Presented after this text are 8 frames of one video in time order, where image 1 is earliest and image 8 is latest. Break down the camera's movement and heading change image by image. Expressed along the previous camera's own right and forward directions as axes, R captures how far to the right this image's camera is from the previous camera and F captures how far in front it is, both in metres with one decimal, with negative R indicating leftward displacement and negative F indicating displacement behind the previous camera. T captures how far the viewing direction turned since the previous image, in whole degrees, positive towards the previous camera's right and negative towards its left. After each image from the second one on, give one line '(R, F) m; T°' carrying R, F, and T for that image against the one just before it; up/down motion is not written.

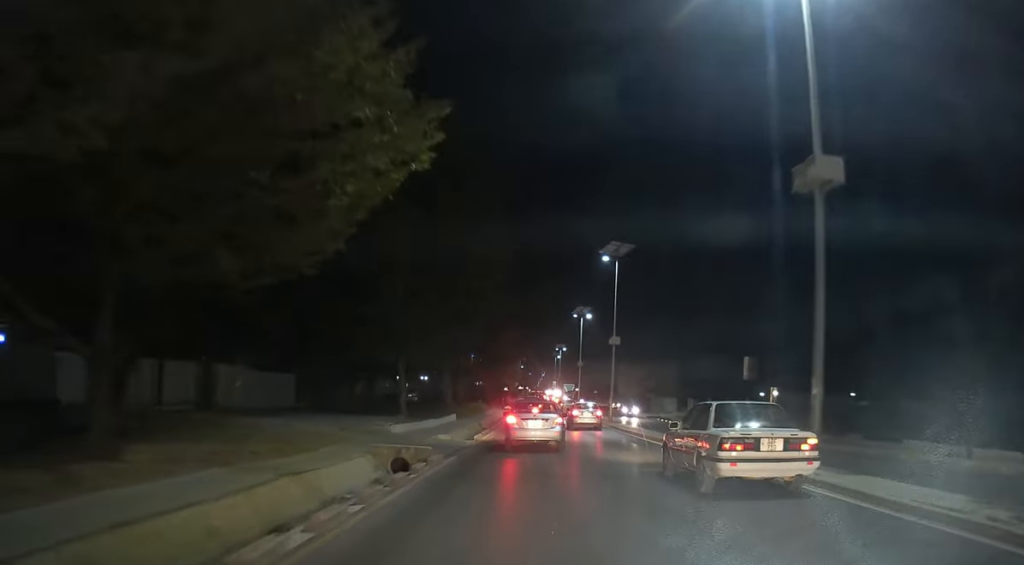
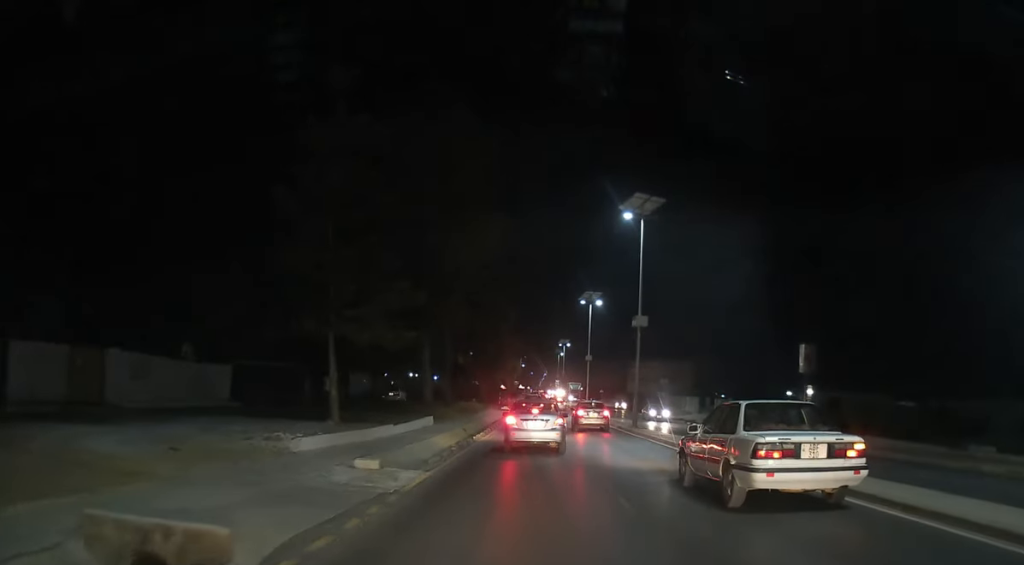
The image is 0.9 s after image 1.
(-0.1, +11.4) m; 0°
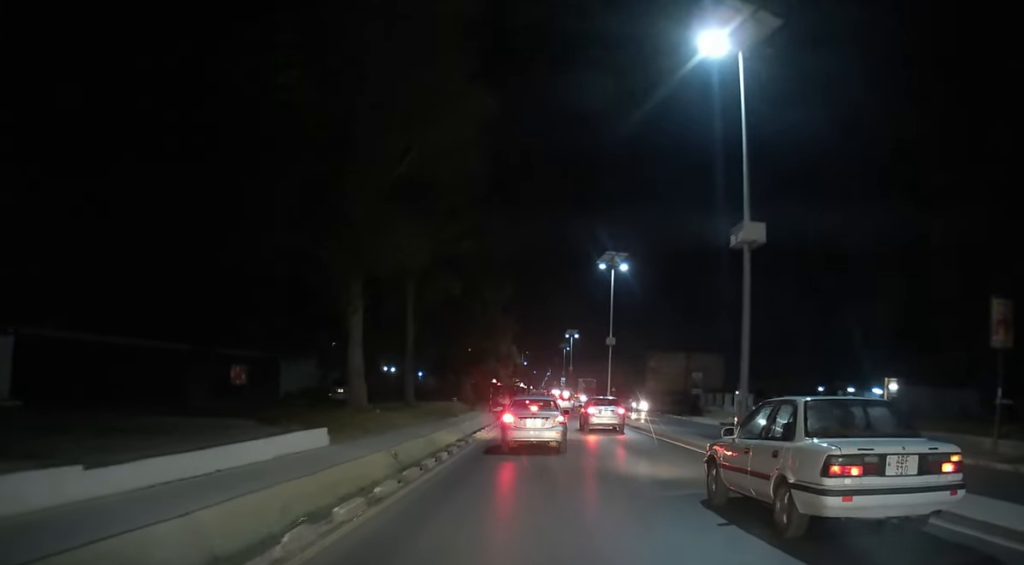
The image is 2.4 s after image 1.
(+0.1, +19.1) m; 0°
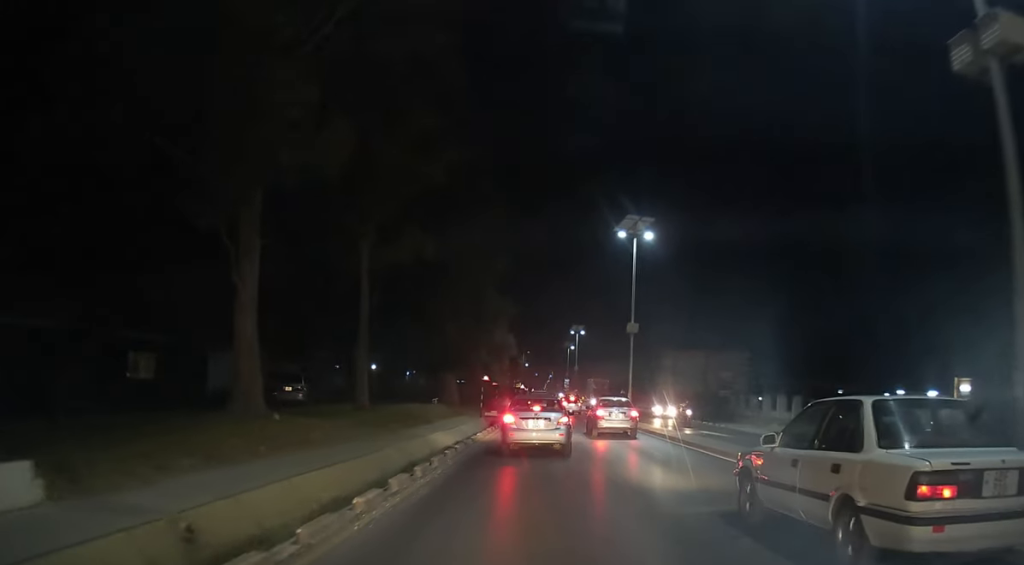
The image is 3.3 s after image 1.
(-0.1, +11.2) m; 0°
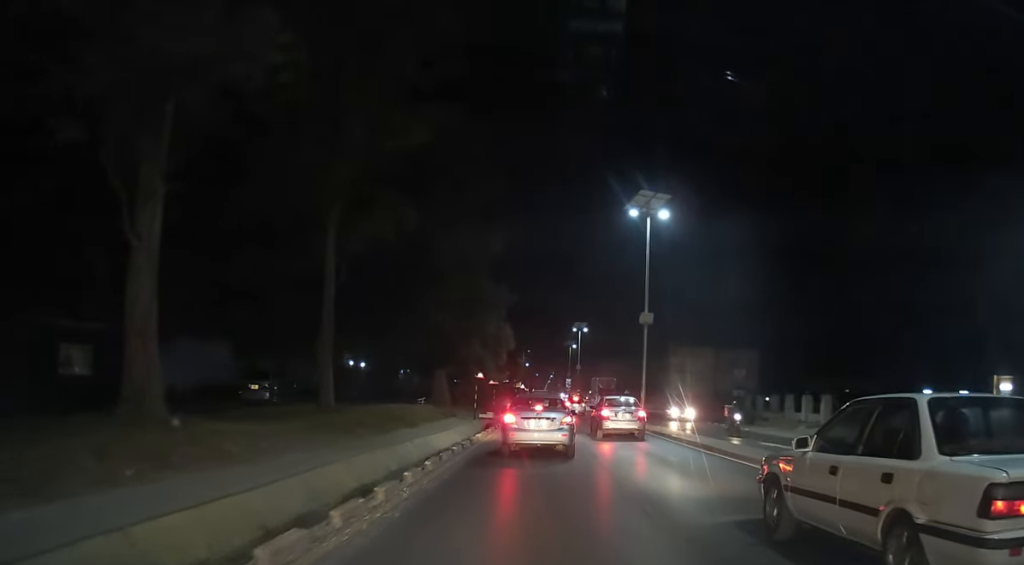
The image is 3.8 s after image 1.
(-0.1, +5.1) m; 0°
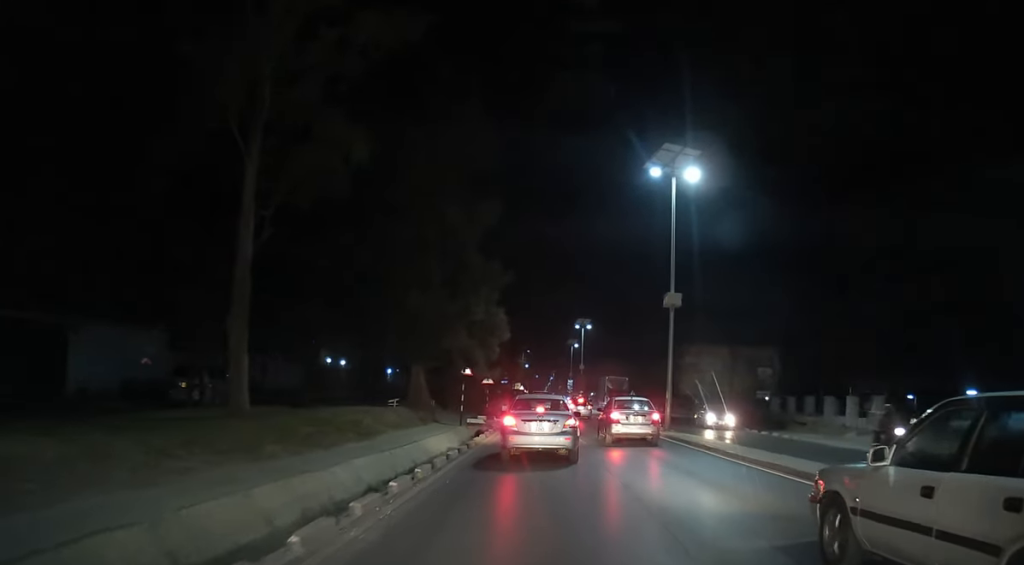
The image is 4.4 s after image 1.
(+0.2, +7.1) m; 0°
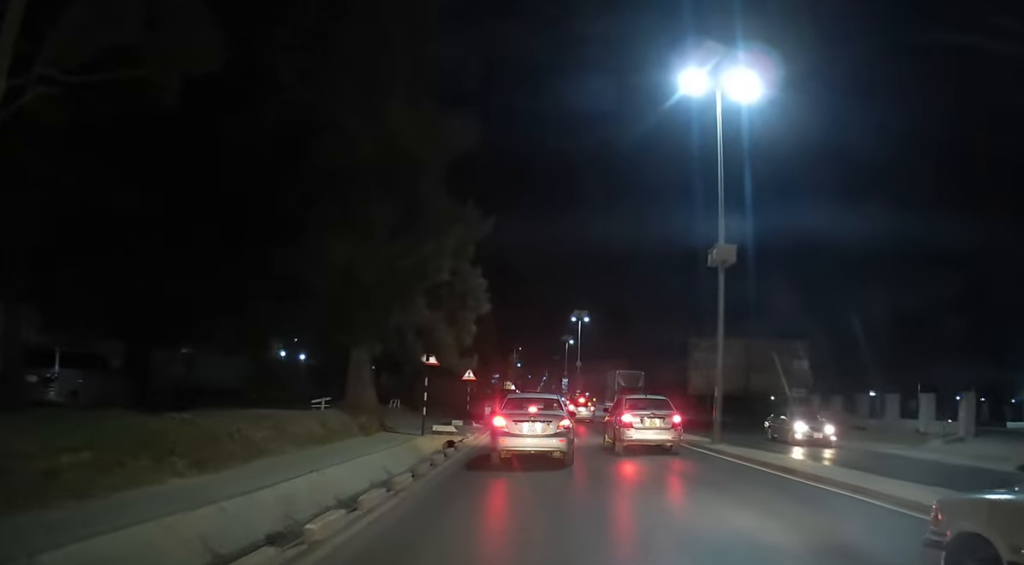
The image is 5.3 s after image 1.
(0.0, +9.2) m; 0°
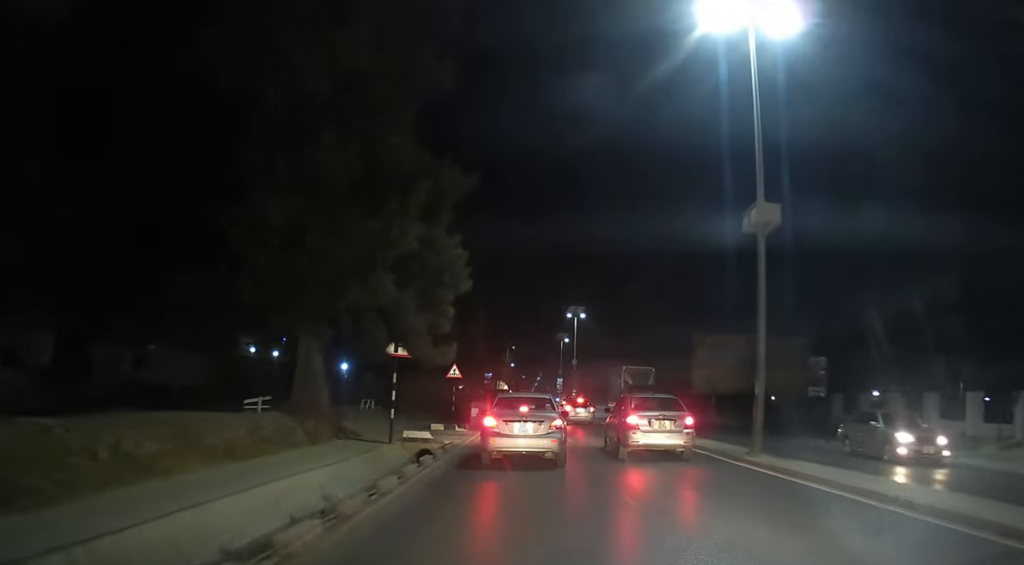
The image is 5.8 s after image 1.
(-0.1, +4.5) m; 0°
